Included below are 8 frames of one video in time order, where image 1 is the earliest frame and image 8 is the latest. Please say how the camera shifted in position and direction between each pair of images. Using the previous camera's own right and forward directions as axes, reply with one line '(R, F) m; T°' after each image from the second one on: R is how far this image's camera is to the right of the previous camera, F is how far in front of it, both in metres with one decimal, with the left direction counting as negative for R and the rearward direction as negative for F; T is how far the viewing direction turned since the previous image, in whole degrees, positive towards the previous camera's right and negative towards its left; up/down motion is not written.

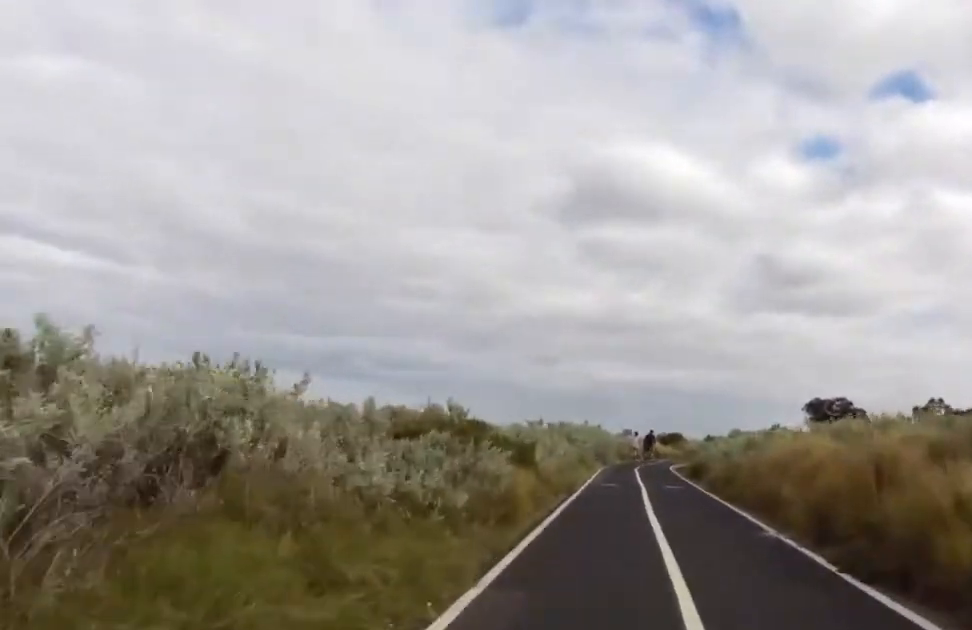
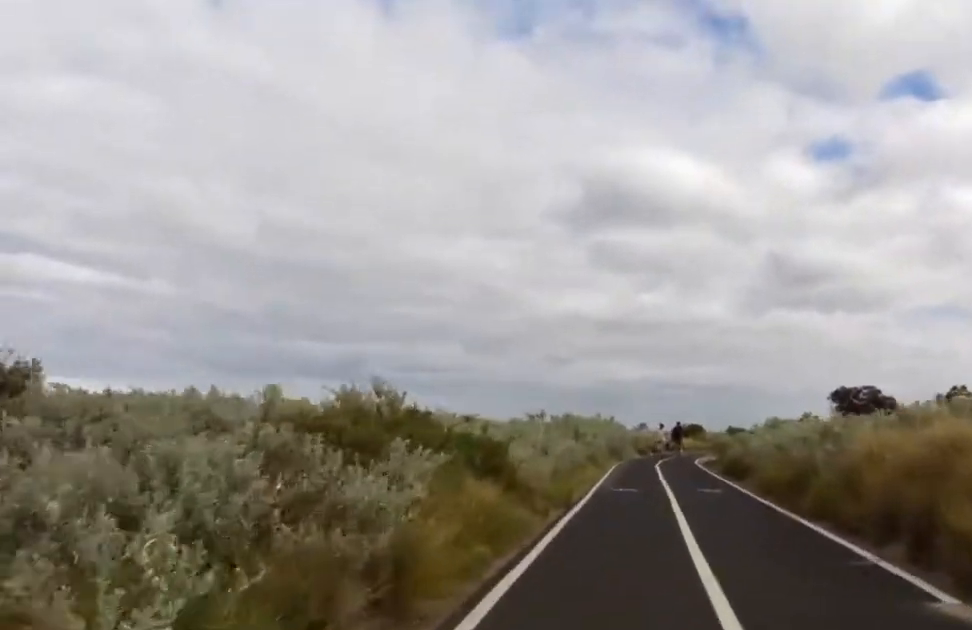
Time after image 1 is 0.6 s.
(+0.6, +5.0) m; -3°
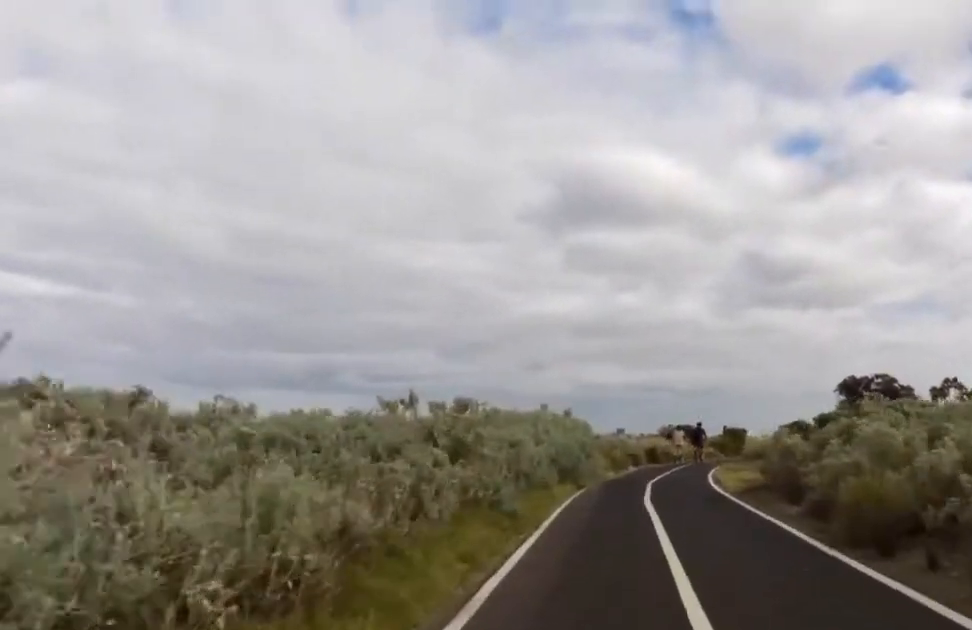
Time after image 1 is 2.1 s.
(-1.7, +13.0) m; -4°
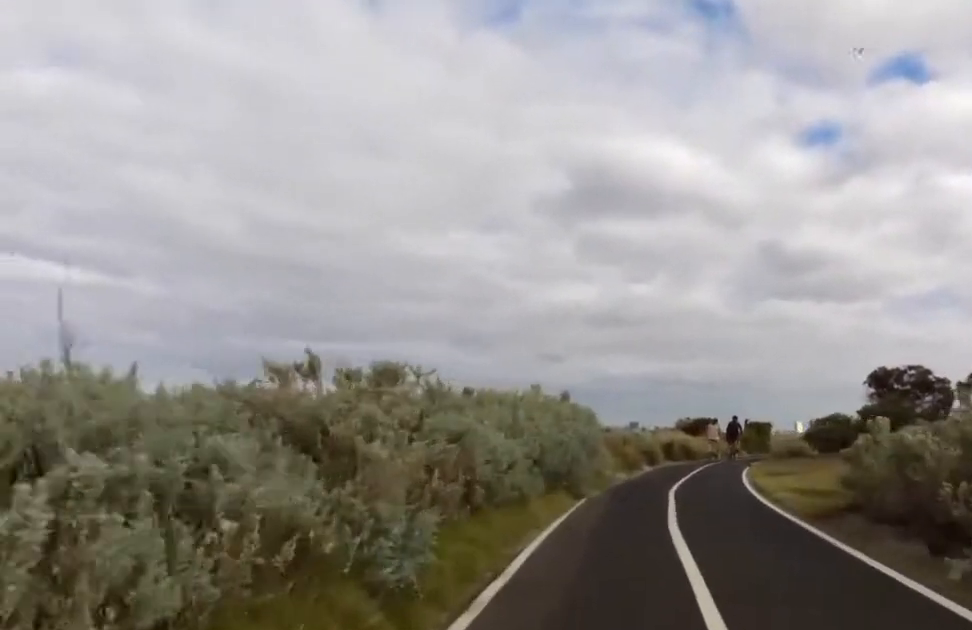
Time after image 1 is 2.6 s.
(+0.2, +4.5) m; +3°
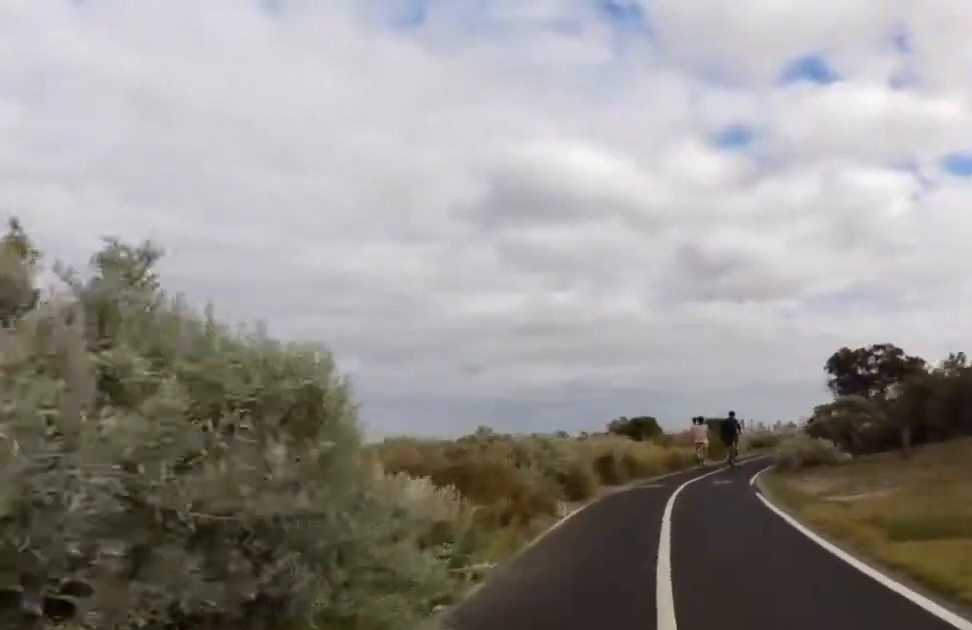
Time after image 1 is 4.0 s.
(+0.2, +11.4) m; +4°
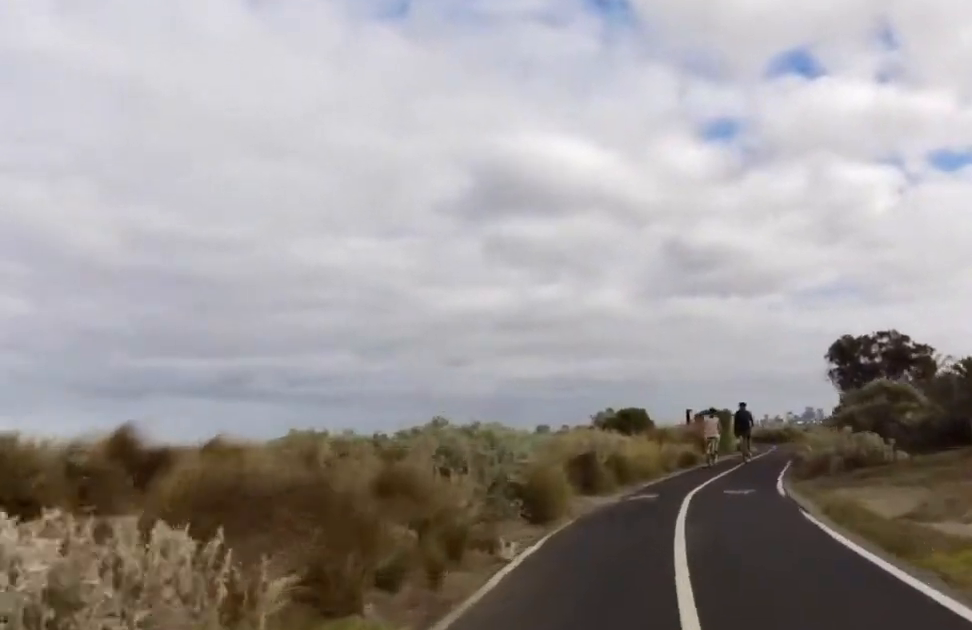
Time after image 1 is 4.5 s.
(-0.2, +4.0) m; +4°
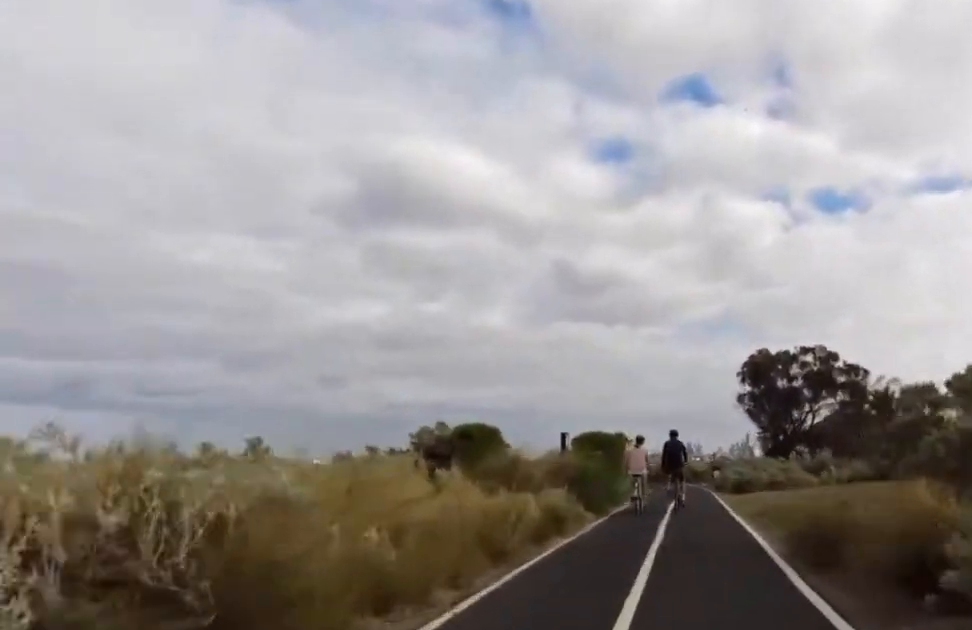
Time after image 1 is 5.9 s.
(+1.9, +10.8) m; +10°
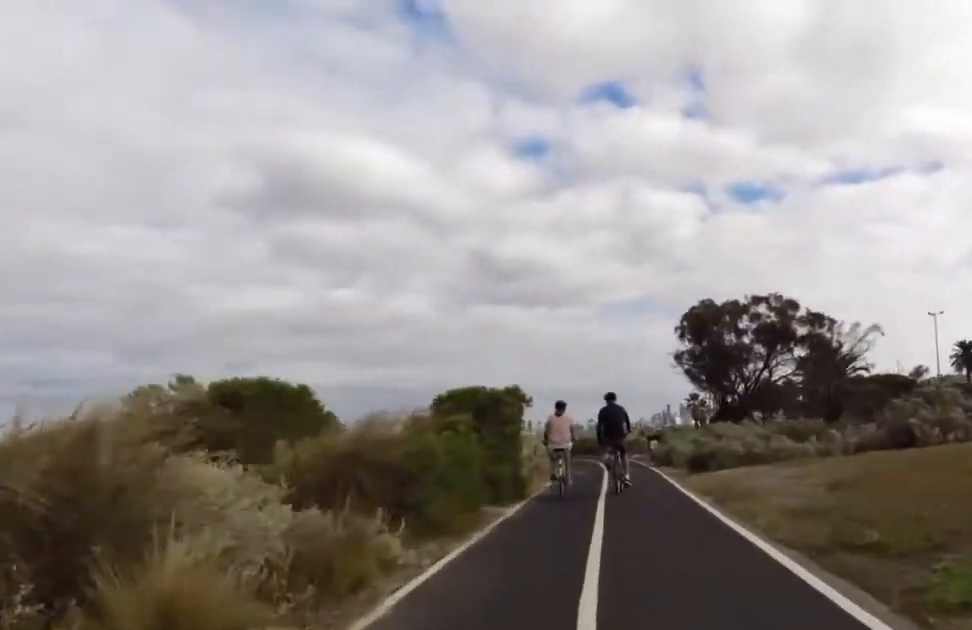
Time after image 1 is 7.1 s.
(-0.4, +8.8) m; -3°
